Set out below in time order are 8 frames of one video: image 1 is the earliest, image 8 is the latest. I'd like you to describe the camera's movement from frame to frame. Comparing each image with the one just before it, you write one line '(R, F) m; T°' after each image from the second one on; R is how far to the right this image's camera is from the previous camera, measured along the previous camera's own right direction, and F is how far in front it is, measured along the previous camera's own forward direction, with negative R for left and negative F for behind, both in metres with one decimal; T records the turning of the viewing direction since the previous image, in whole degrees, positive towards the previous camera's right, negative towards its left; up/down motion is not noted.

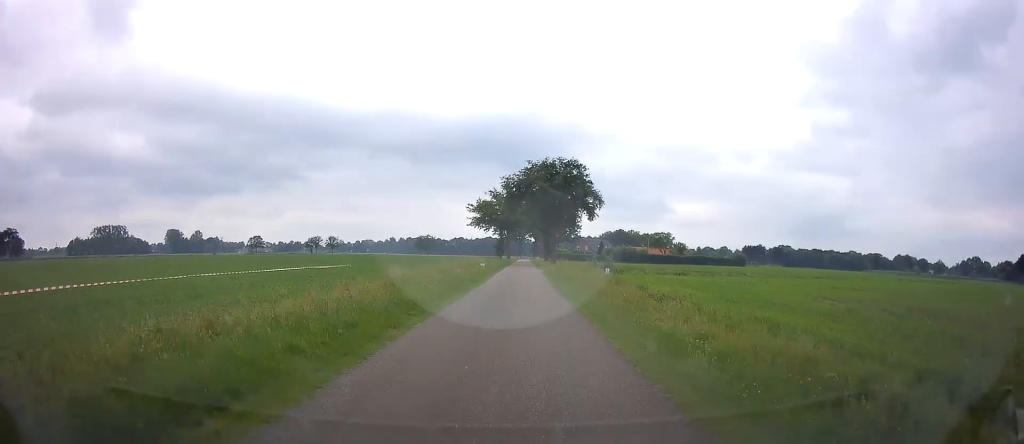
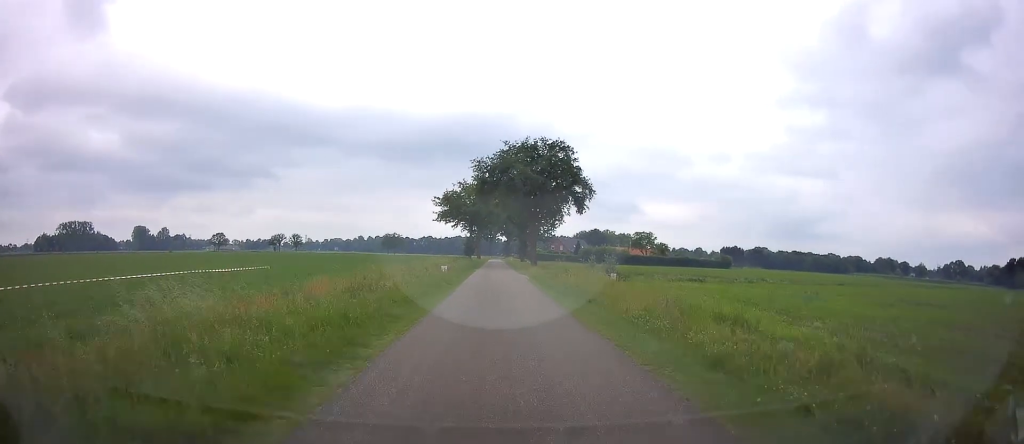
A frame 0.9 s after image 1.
(-0.7, +12.1) m; -3°
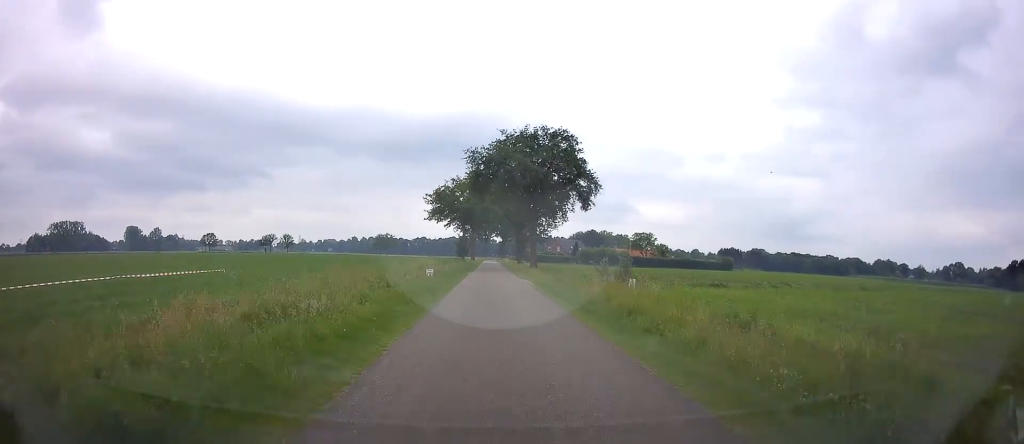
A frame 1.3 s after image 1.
(0.0, +6.1) m; 0°
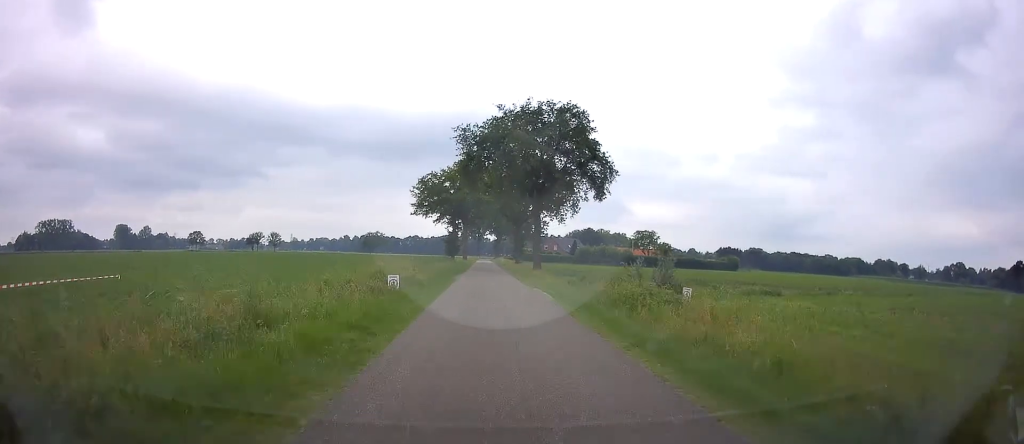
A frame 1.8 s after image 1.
(0.0, +9.3) m; 0°
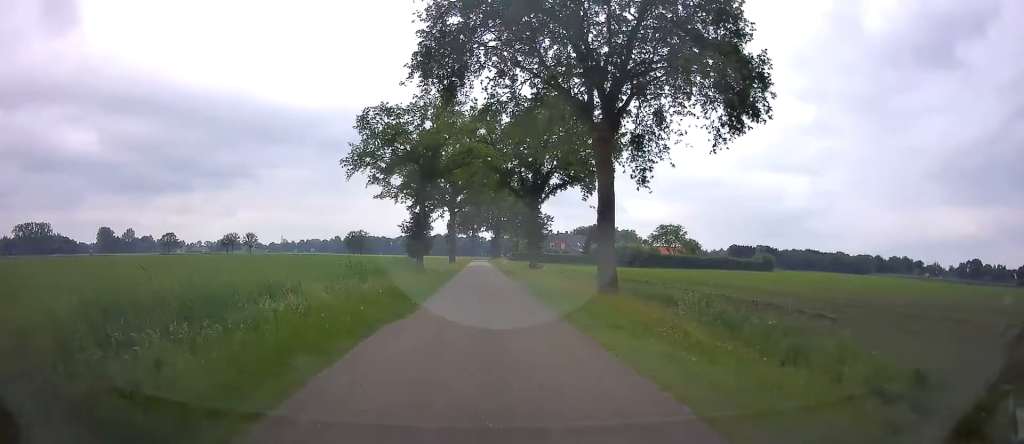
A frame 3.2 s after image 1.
(+0.2, +27.2) m; +1°
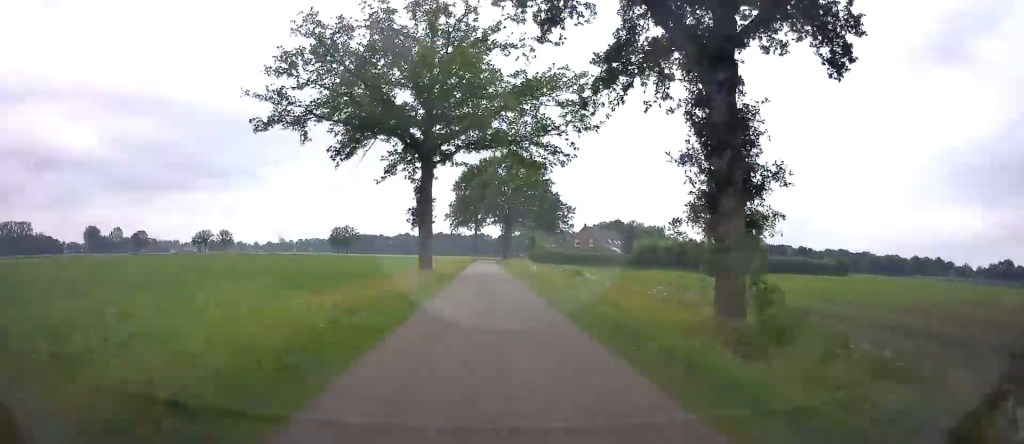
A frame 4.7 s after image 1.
(0.0, +34.7) m; 0°
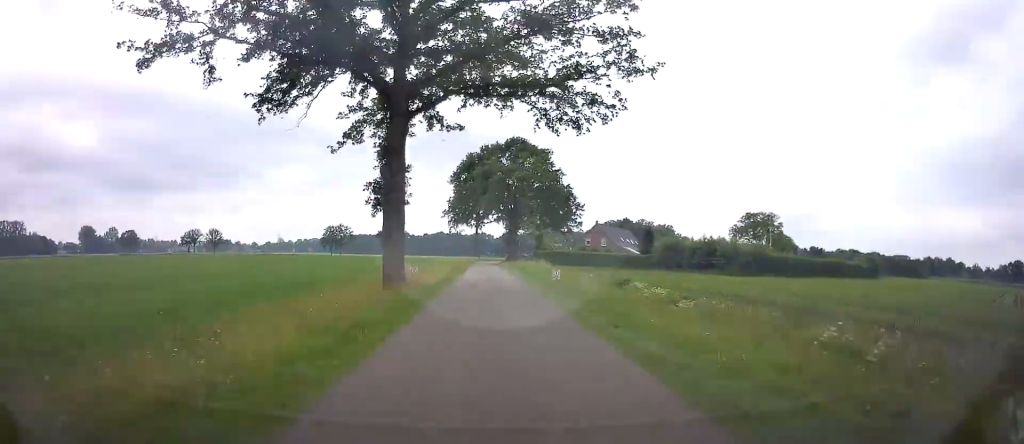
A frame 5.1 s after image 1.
(-0.1, +10.8) m; 0°
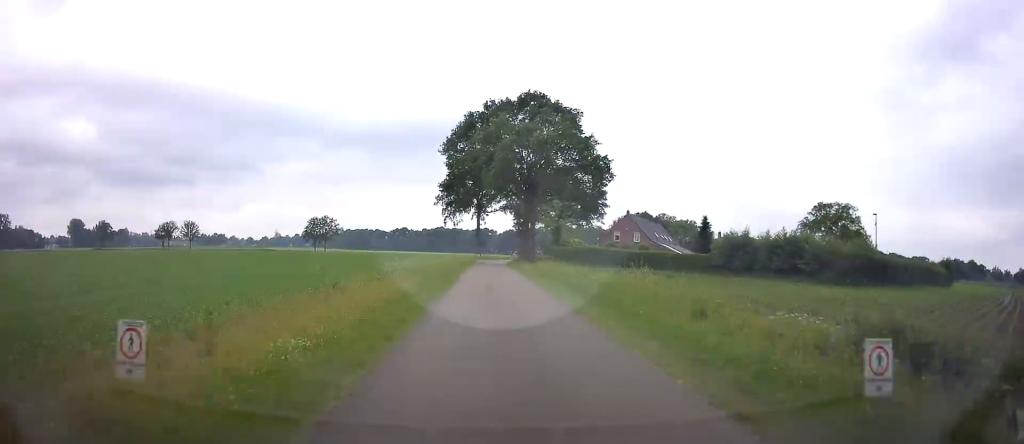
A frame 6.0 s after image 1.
(-0.1, +23.3) m; 0°
